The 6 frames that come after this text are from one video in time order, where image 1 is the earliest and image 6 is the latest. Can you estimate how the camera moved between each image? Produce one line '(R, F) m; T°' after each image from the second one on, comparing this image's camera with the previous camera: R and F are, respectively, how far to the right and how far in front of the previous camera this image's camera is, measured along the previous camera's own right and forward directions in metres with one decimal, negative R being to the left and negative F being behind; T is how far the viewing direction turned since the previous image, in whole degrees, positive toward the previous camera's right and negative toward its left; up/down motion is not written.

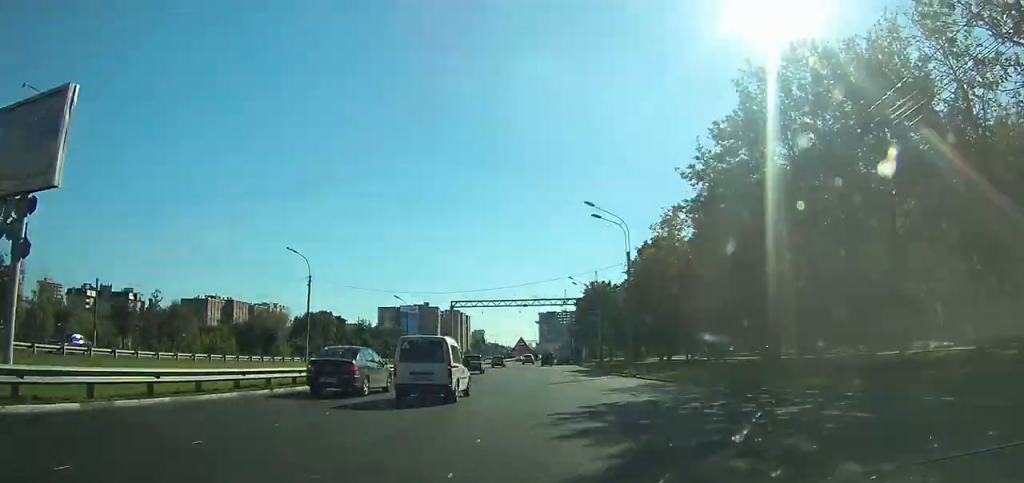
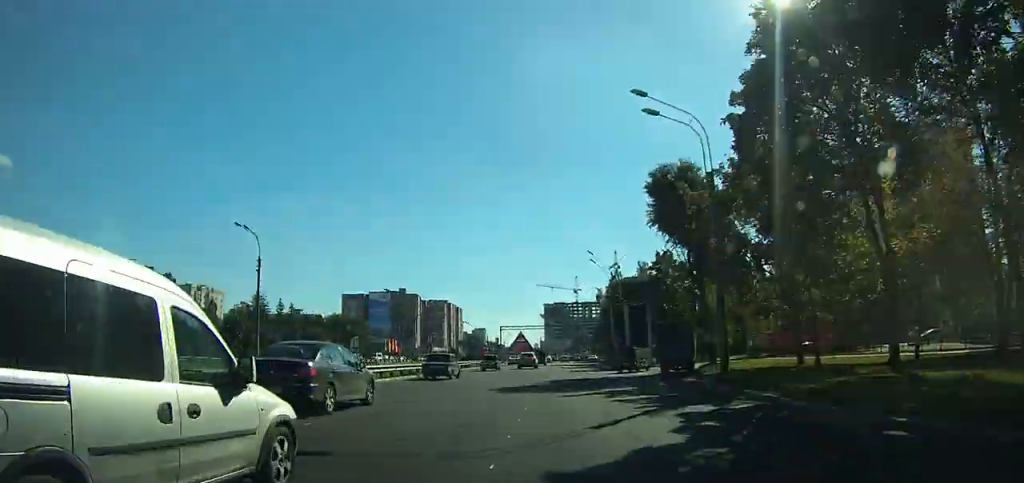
(-1.0, +94.9) m; 0°
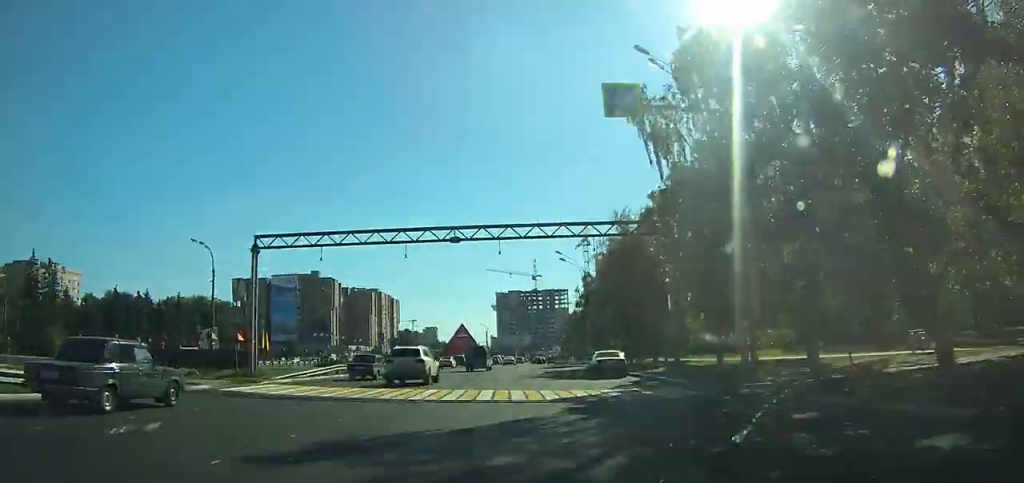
(+2.3, +79.0) m; +4°
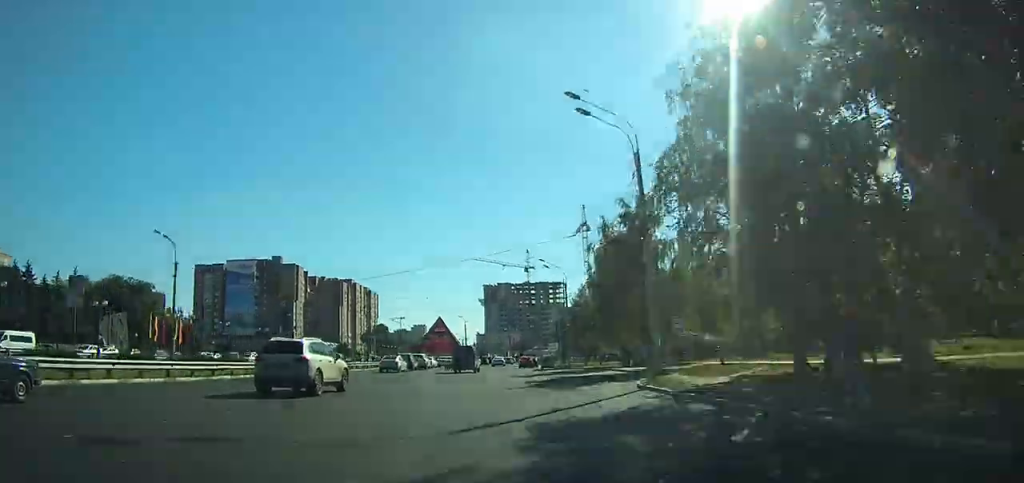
(+0.7, +33.4) m; +3°
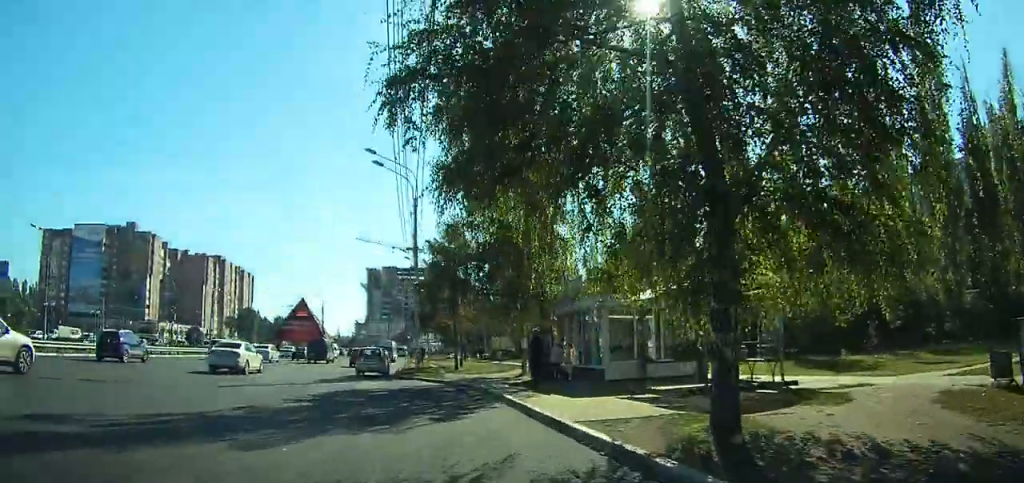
(+0.8, +30.2) m; +1°
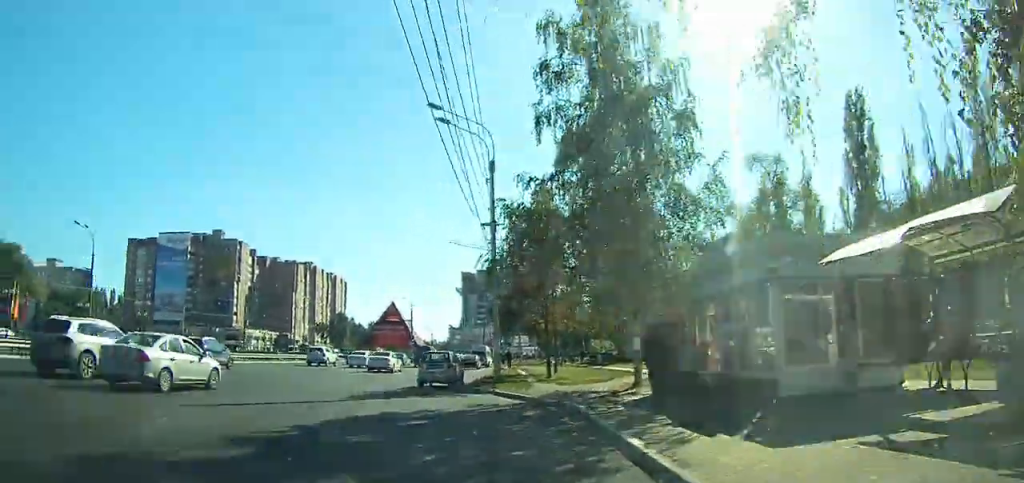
(-0.1, +7.4) m; -1°
